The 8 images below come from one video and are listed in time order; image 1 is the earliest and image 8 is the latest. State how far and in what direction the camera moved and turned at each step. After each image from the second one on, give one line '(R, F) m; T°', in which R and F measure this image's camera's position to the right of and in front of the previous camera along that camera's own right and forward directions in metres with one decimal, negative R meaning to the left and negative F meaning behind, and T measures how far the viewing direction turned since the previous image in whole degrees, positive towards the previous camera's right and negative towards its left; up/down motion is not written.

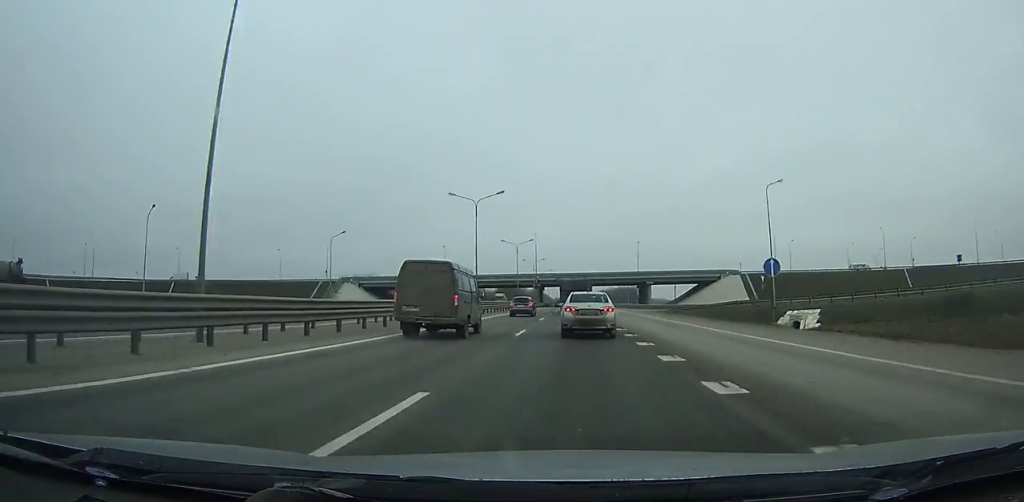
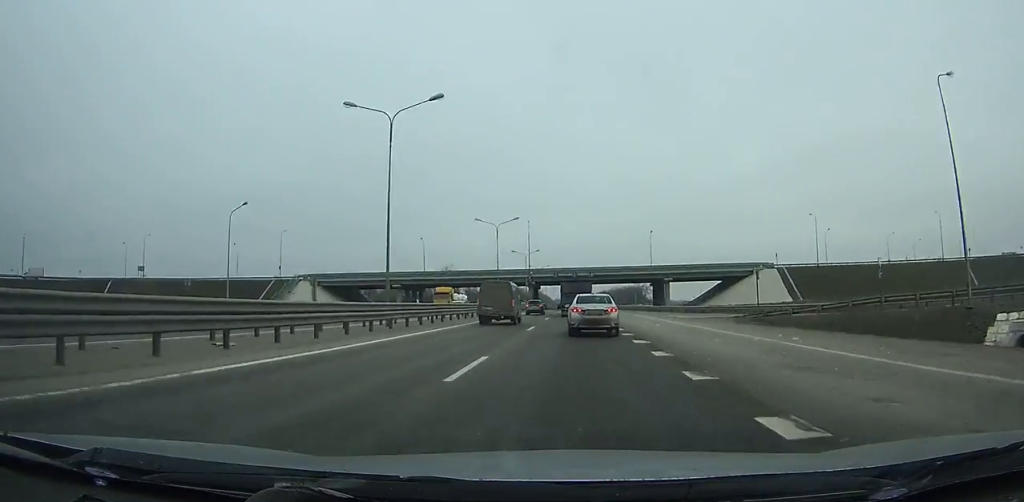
(+0.1, +27.8) m; 0°
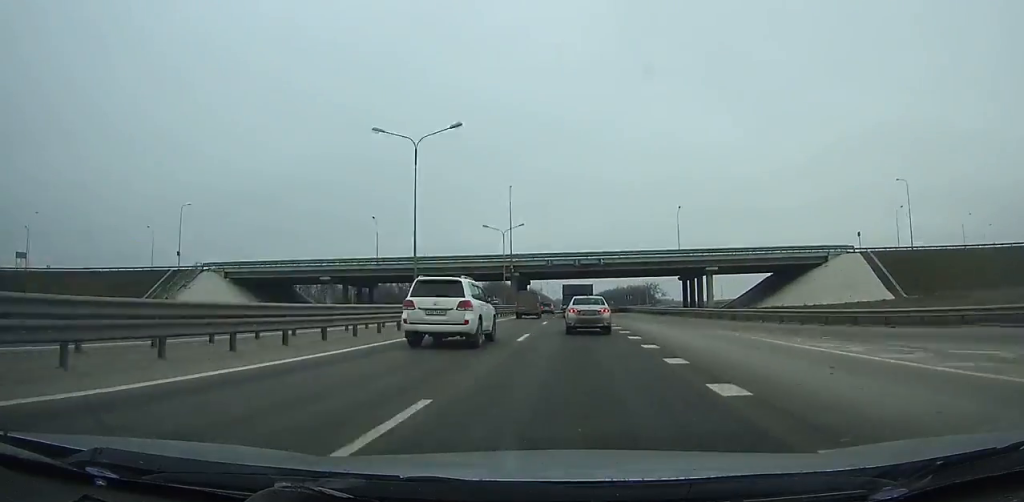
(+0.1, +38.3) m; 0°
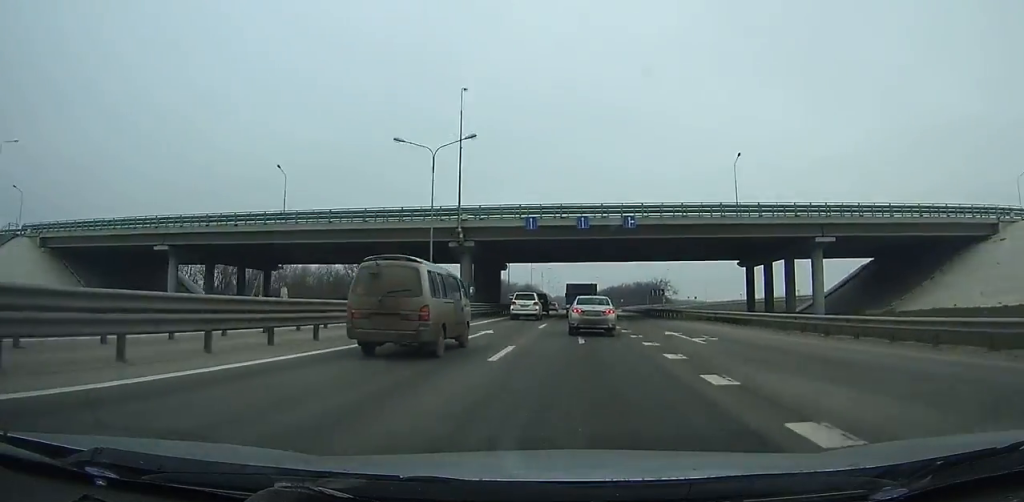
(+0.1, +38.9) m; 0°
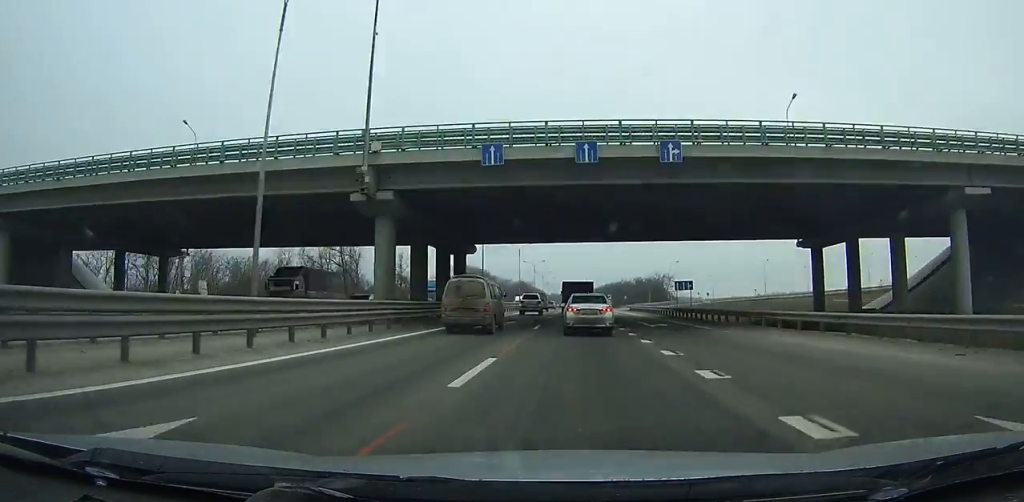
(0.0, +19.7) m; 0°
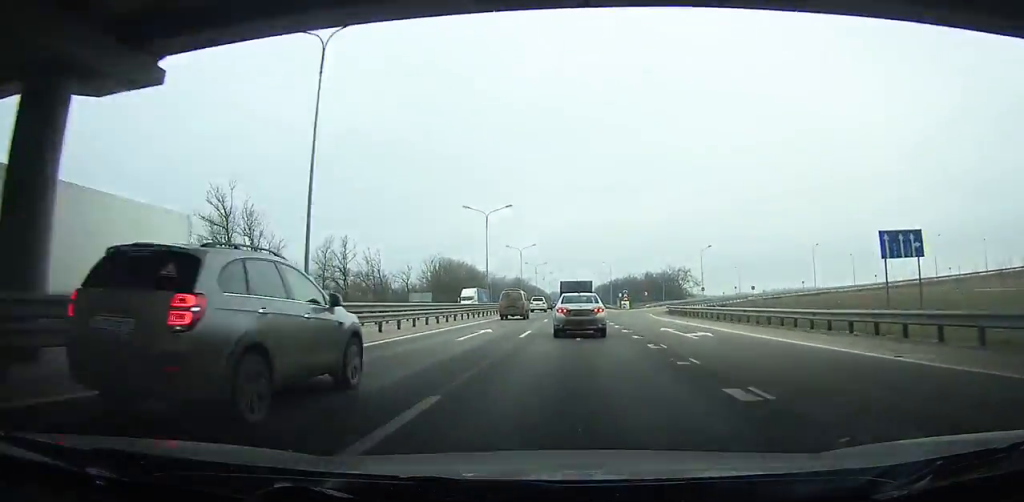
(+0.1, +38.3) m; 0°
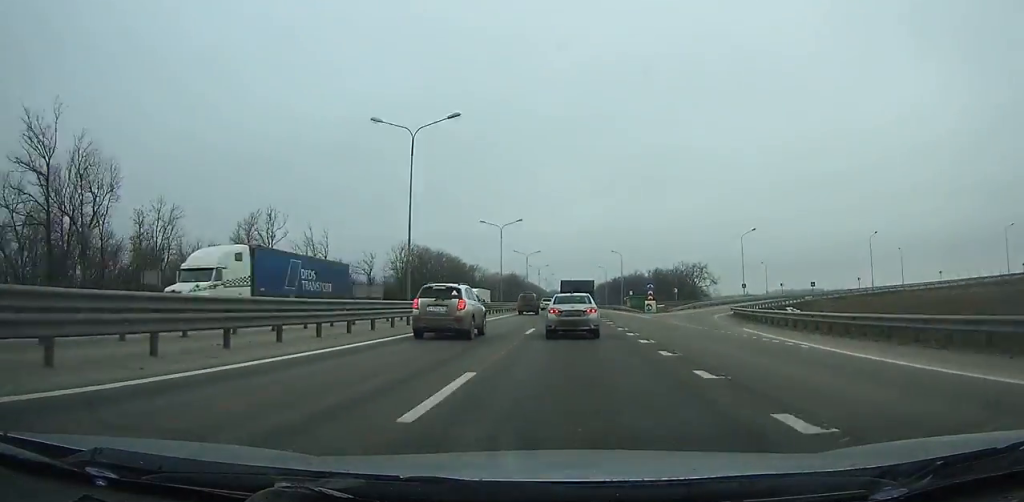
(+0.1, +29.3) m; 0°
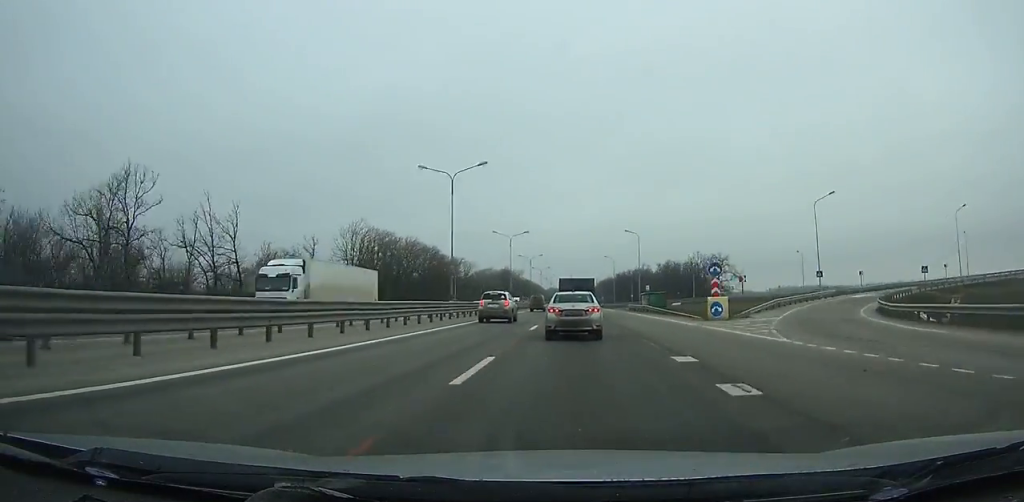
(-0.1, +29.6) m; 0°
